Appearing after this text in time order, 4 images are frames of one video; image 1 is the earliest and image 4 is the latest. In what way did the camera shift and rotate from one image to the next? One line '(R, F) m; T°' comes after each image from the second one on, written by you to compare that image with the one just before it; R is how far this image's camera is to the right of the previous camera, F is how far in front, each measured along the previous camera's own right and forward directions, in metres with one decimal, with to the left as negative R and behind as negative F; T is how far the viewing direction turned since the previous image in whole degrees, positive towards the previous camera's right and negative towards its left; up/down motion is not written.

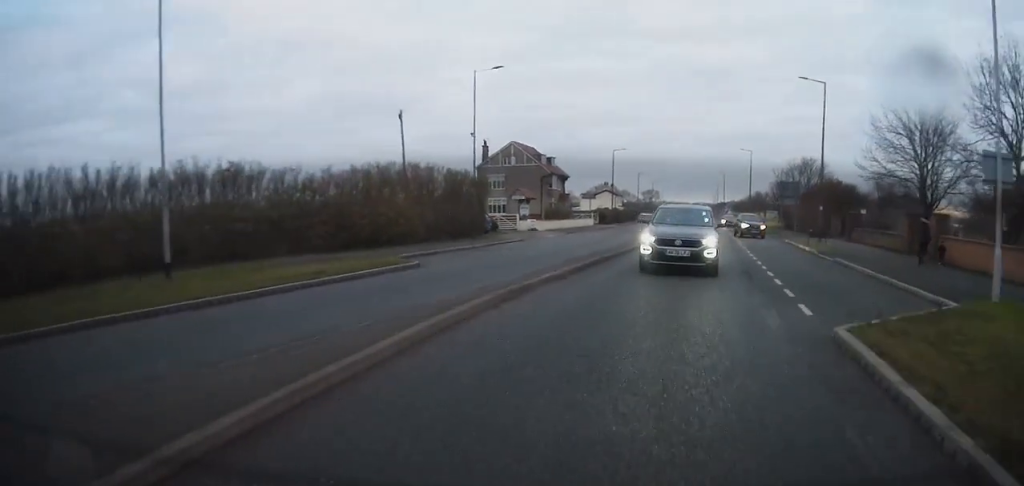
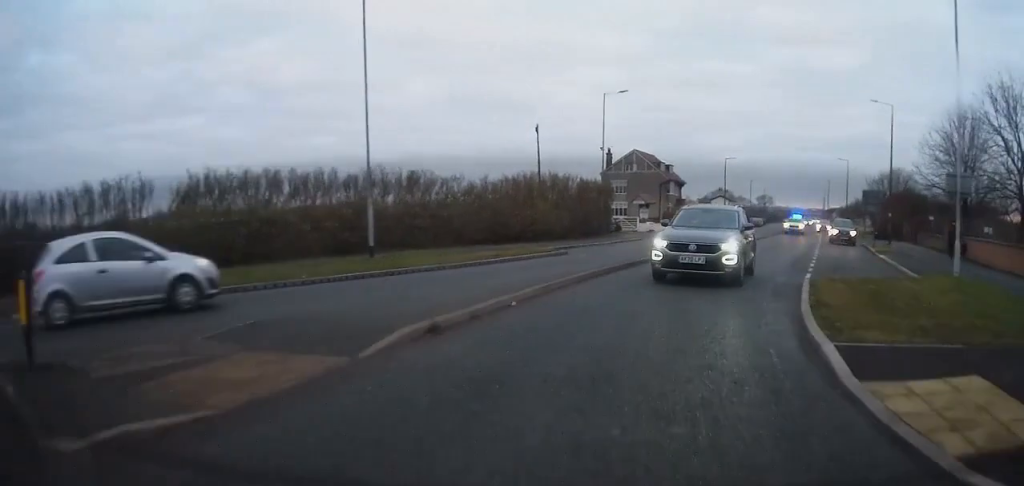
(-0.2, +7.1) m; +2°
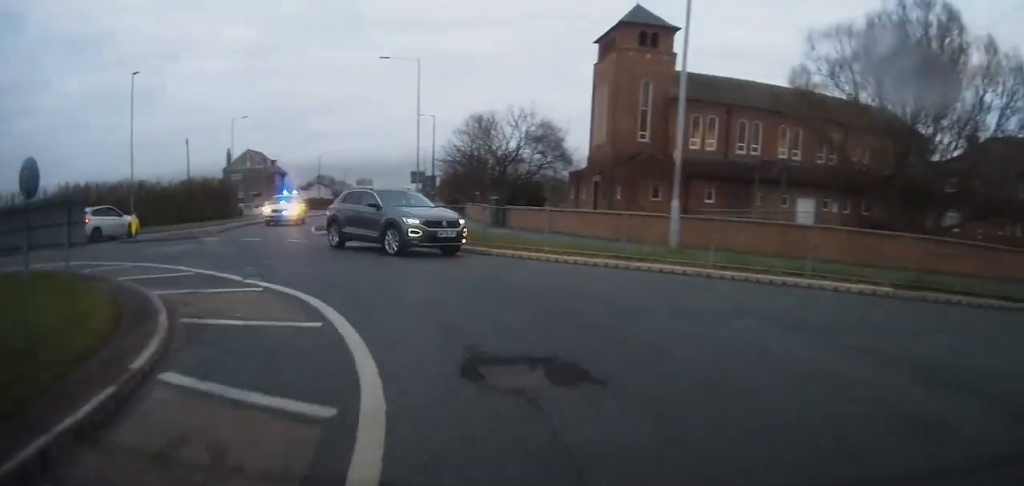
(+6.3, +20.4) m; +32°
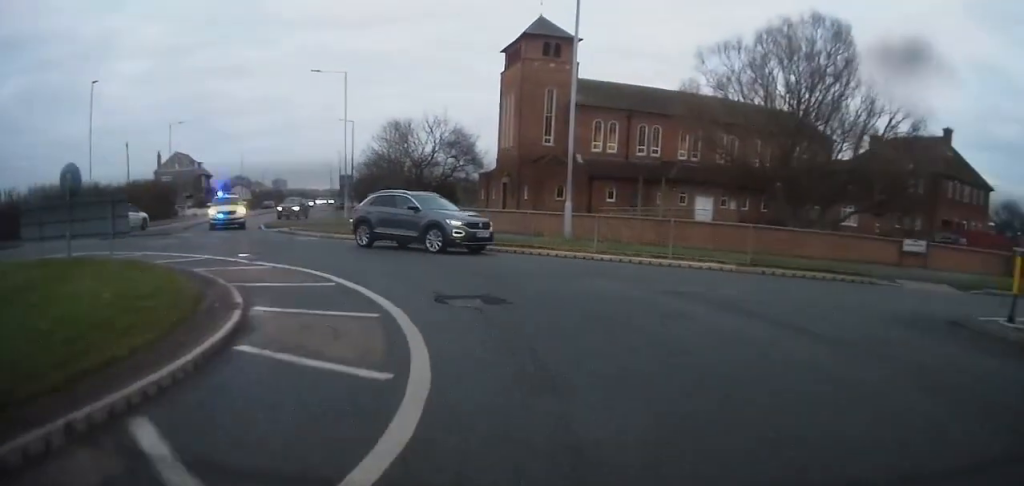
(+0.3, +4.4) m; +1°
